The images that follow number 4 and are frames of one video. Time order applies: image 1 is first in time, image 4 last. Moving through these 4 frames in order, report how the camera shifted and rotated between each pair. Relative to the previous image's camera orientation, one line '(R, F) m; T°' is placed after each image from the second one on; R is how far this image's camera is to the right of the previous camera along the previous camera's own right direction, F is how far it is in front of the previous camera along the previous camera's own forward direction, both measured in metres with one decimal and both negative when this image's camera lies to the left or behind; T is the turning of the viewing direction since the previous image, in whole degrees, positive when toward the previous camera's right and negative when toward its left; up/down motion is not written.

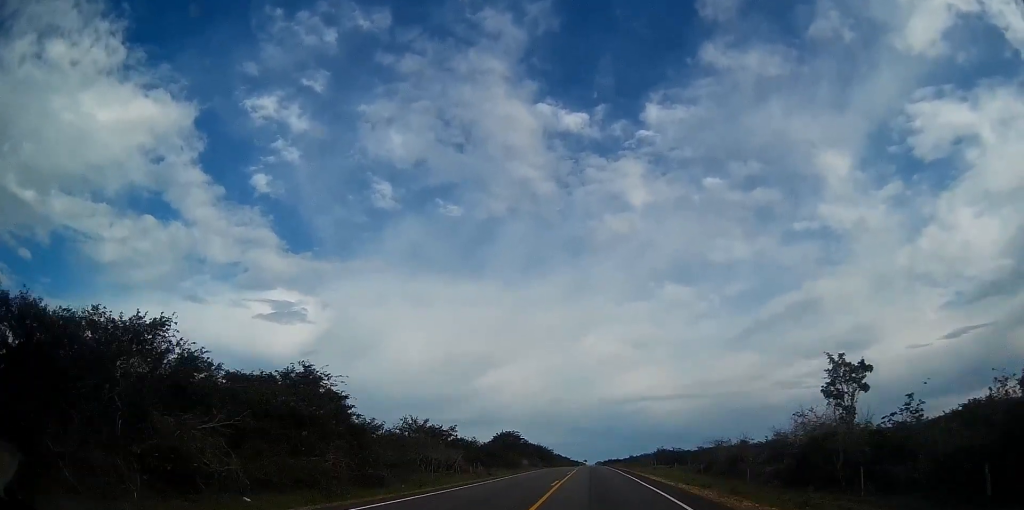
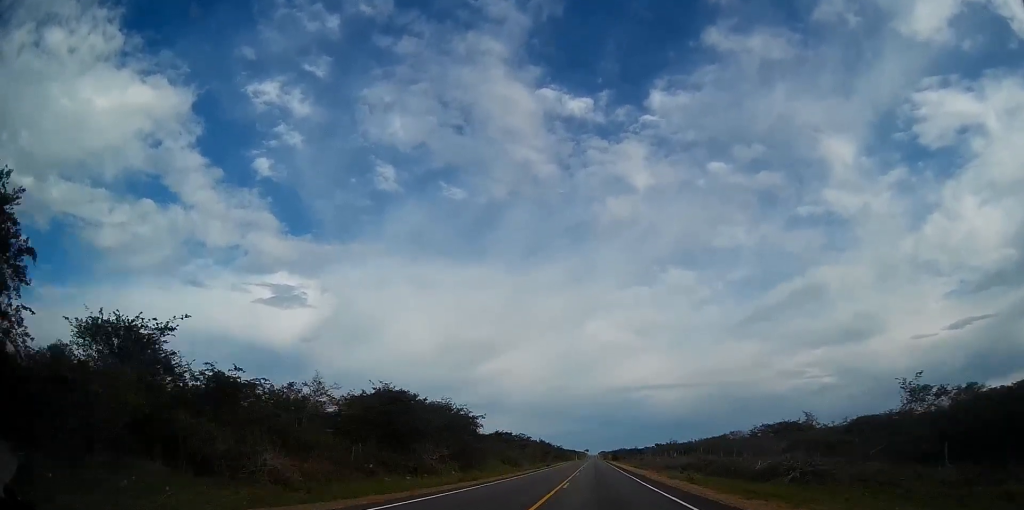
(+0.5, +125.6) m; 0°
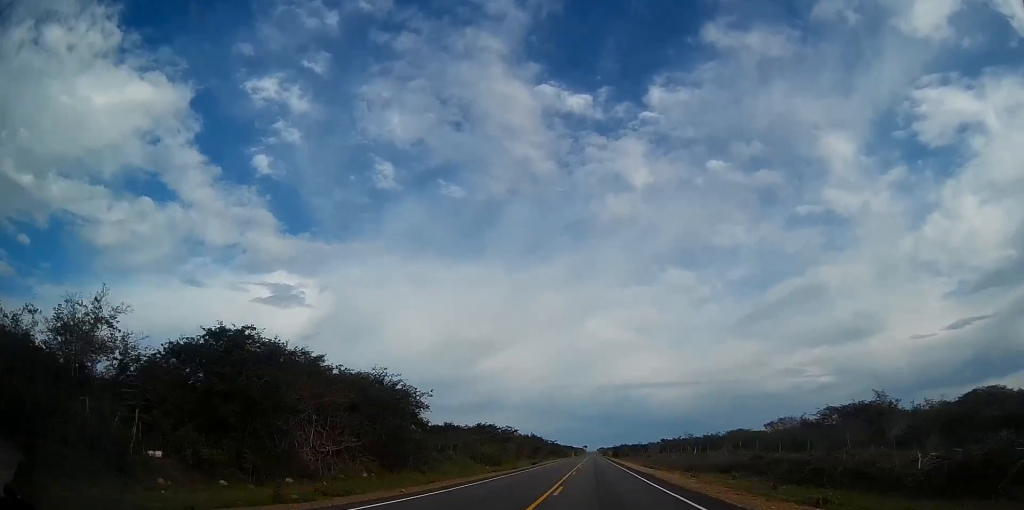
(0.0, +21.3) m; 0°
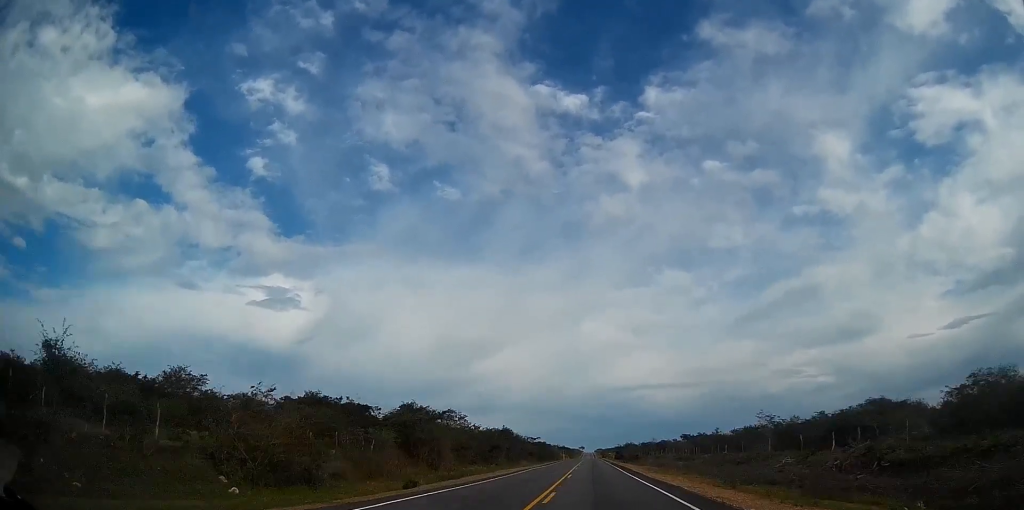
(-0.1, +49.2) m; 0°
